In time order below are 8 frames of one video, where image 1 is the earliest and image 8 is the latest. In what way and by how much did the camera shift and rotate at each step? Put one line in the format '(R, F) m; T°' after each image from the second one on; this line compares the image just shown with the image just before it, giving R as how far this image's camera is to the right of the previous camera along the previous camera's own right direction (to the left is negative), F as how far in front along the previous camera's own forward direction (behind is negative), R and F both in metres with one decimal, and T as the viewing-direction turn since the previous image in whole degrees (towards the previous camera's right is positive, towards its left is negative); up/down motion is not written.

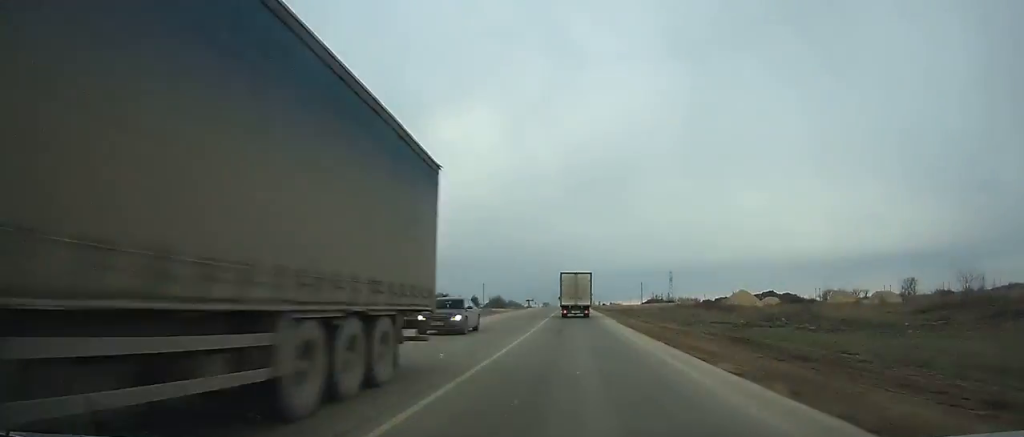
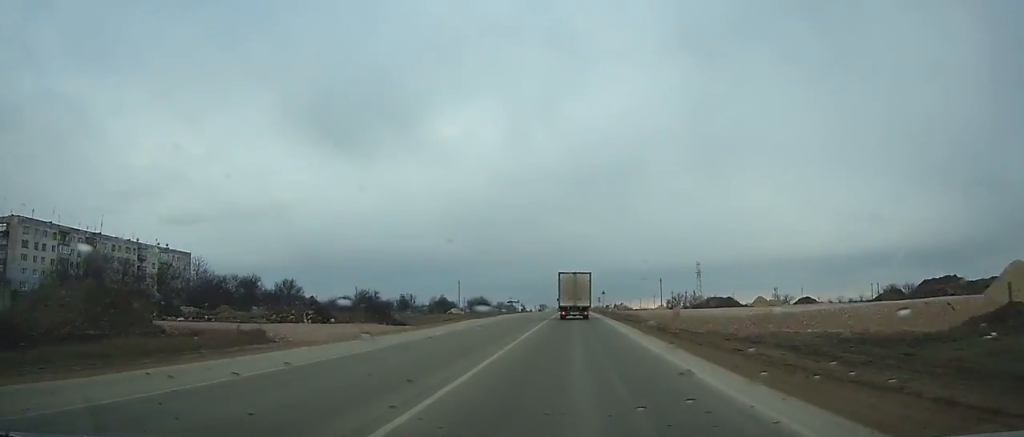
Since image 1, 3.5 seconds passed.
(-0.1, +66.1) m; 0°
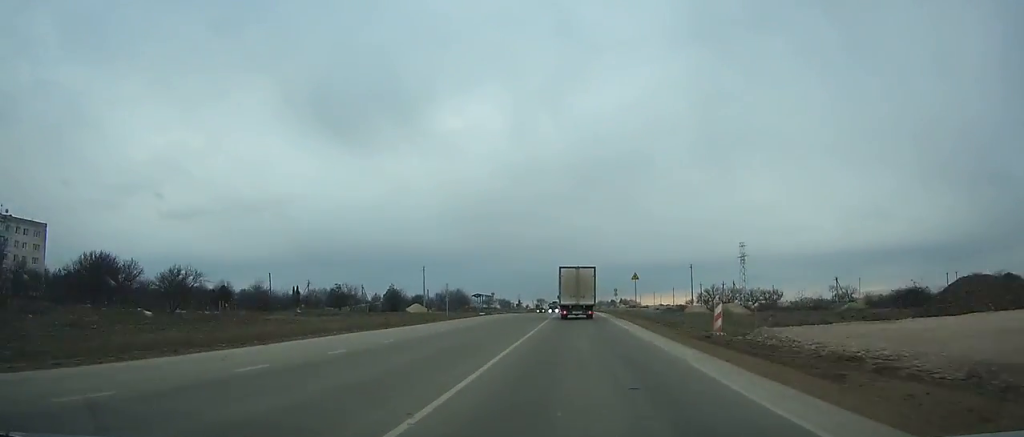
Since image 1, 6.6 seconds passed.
(-0.1, +54.4) m; 0°
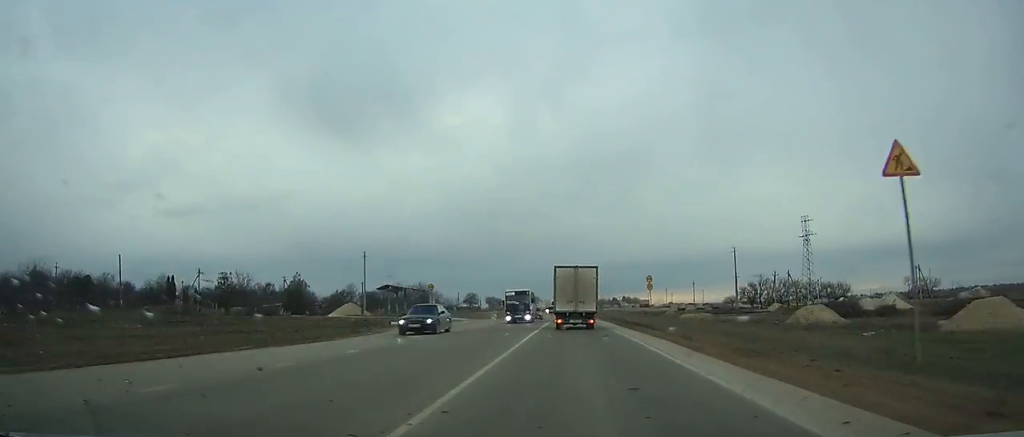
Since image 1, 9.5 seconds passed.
(-0.2, +44.2) m; 0°
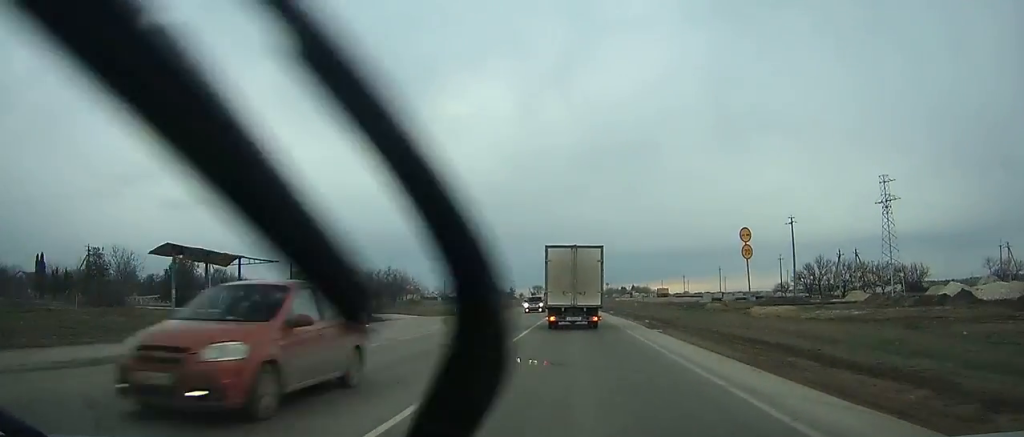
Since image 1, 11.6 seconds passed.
(-0.2, +27.7) m; 0°
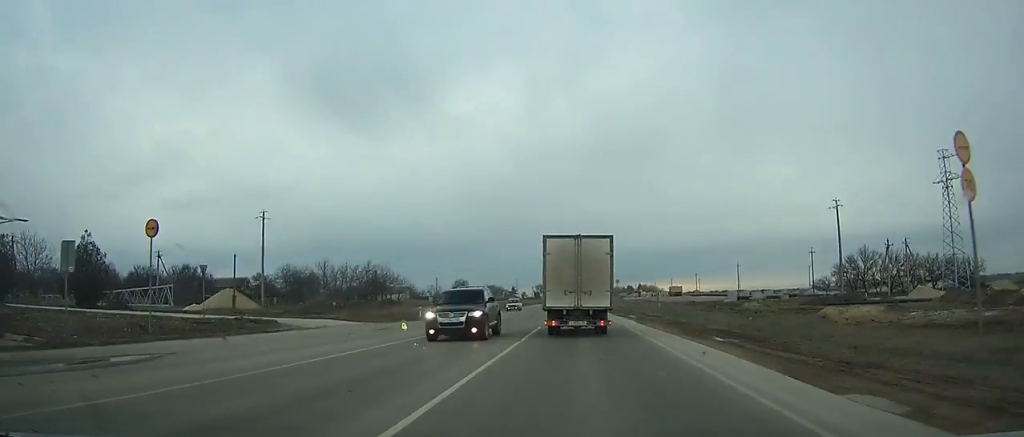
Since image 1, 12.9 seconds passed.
(+0.1, +13.5) m; +1°
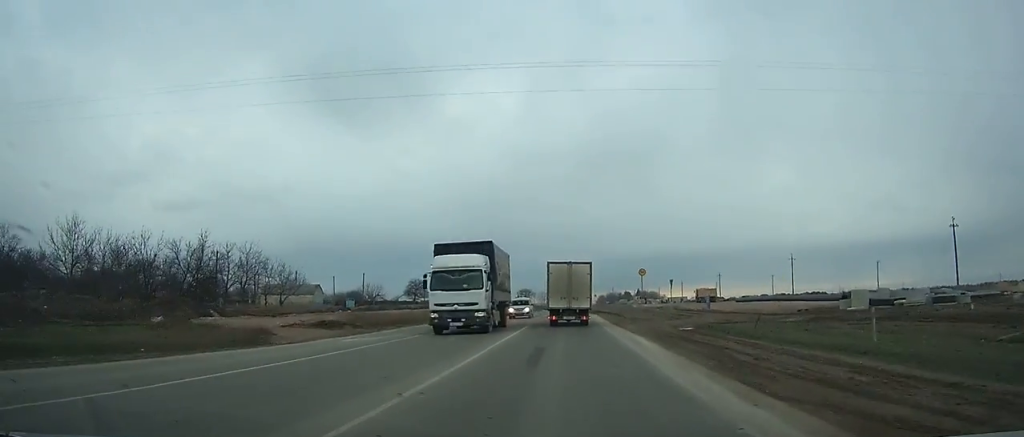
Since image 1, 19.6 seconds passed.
(+0.6, +59.3) m; 0°
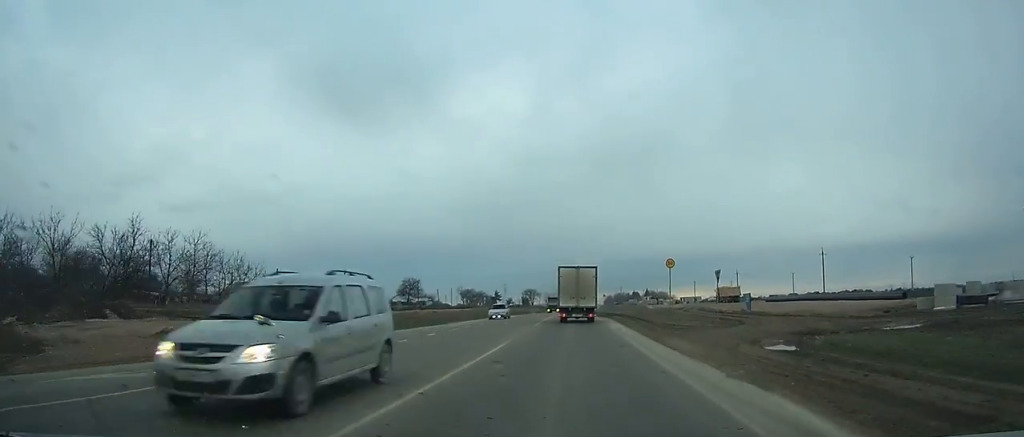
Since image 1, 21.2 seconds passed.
(0.0, +14.0) m; 0°
